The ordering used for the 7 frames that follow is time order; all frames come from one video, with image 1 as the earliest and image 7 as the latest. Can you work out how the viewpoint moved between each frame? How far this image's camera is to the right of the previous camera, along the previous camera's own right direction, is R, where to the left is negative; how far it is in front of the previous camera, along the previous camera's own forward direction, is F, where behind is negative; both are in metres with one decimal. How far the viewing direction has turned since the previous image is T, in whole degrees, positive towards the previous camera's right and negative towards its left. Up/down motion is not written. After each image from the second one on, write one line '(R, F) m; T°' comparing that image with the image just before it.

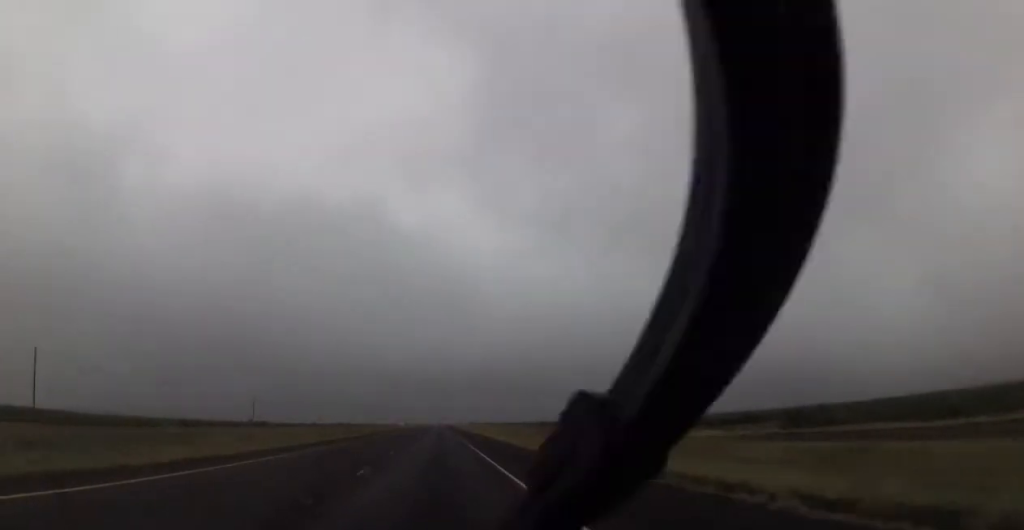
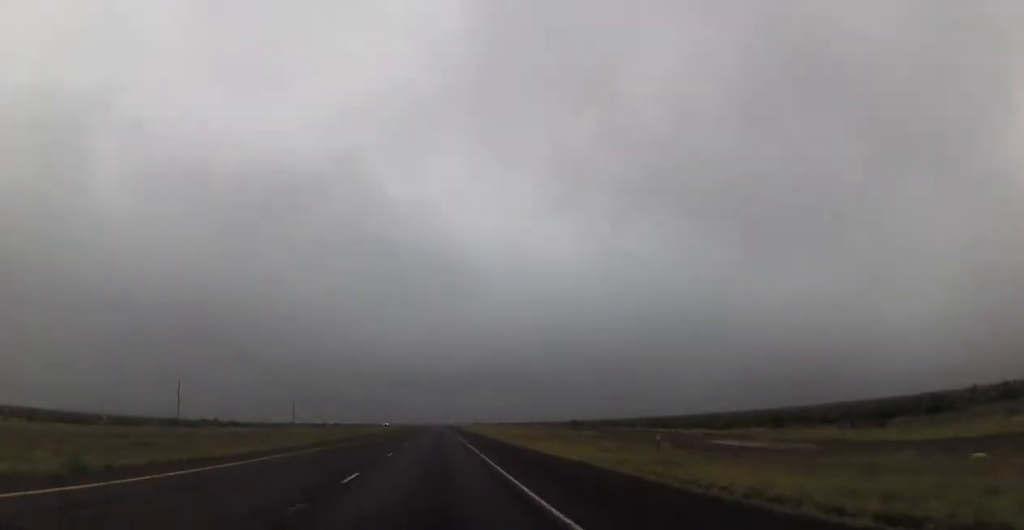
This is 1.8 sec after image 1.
(+0.3, +63.9) m; 0°
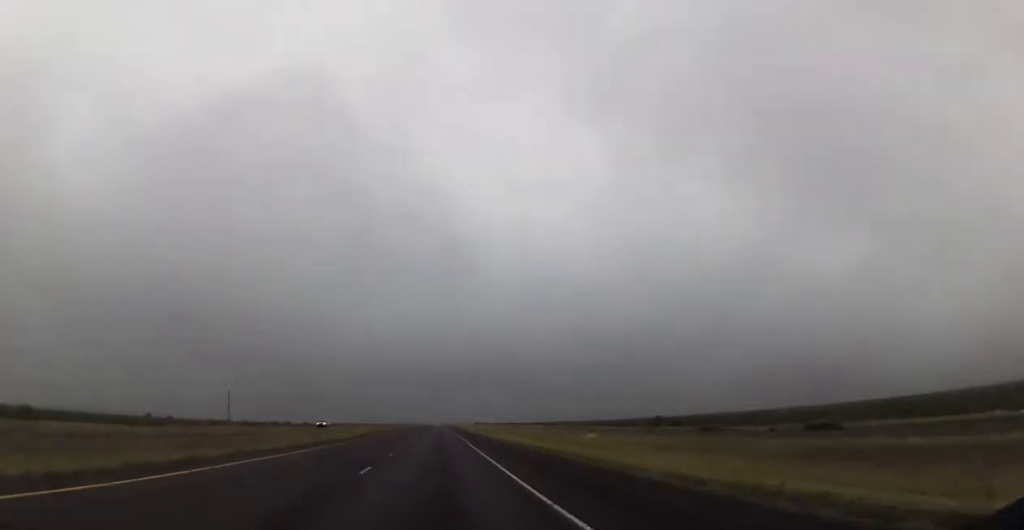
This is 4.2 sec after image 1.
(-0.1, +83.7) m; 0°
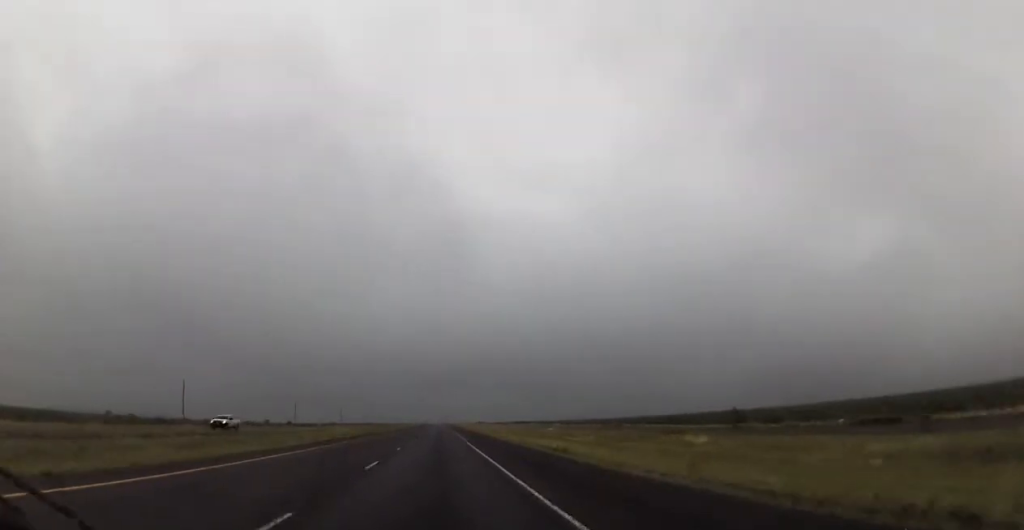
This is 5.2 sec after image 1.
(-0.3, +34.9) m; -1°
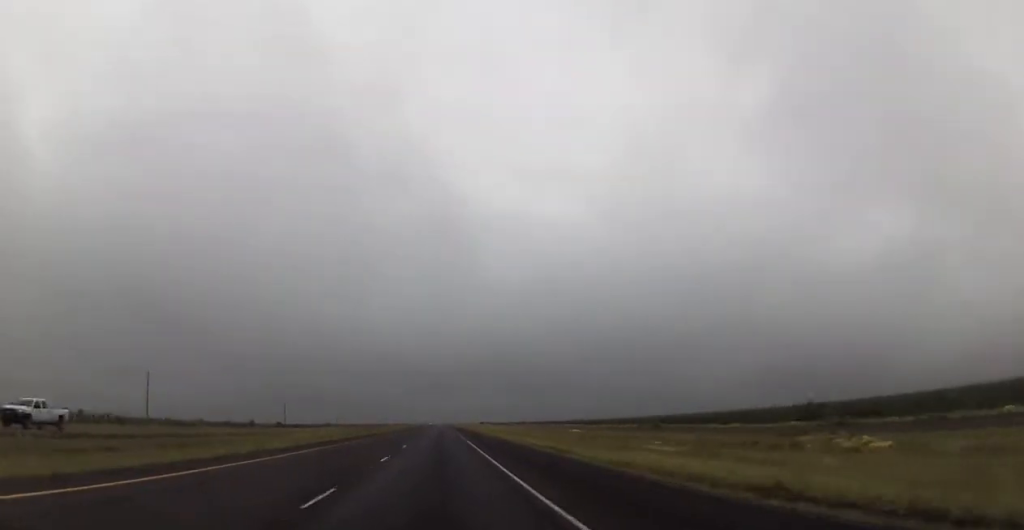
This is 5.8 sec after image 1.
(-0.1, +20.9) m; 0°
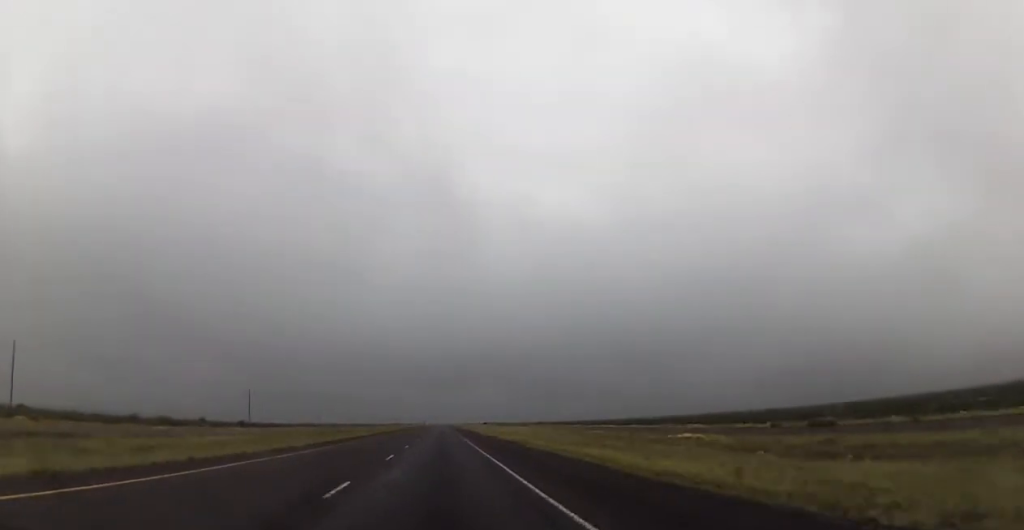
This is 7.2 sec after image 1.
(+0.3, +47.6) m; +1°
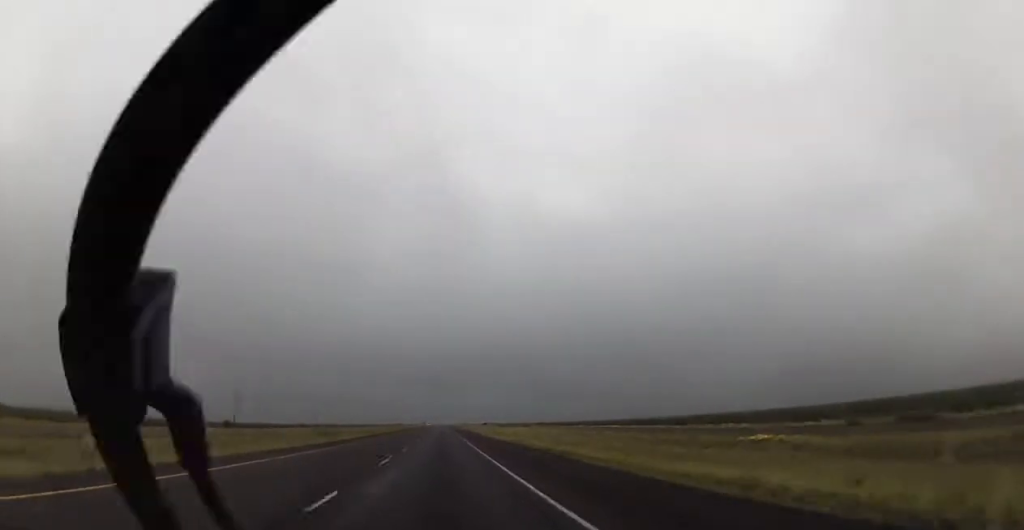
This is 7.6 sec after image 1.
(+0.1, +13.9) m; 0°
